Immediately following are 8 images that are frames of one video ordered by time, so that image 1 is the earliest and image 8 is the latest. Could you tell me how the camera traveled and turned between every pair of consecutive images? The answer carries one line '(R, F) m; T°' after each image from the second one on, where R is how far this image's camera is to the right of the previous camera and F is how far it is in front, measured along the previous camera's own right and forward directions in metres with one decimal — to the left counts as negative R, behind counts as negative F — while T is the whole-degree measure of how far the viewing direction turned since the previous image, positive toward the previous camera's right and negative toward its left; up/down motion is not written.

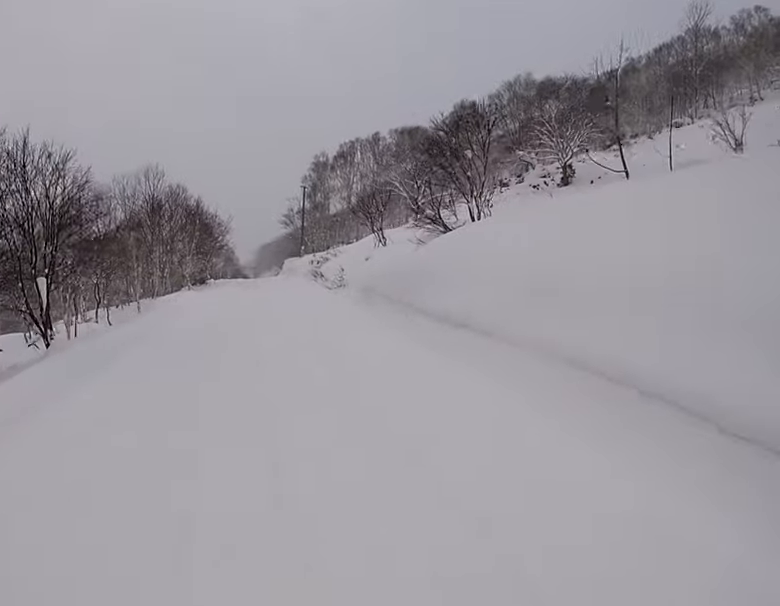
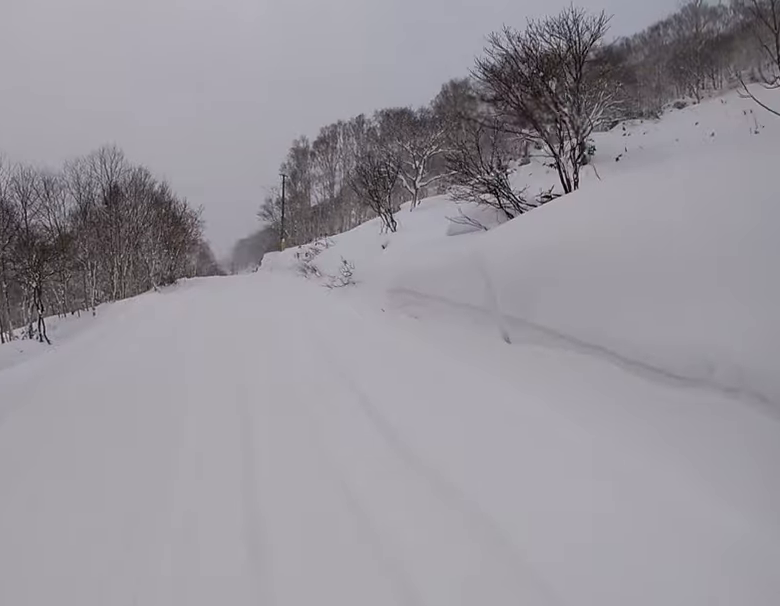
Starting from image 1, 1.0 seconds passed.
(0.0, +5.7) m; 0°
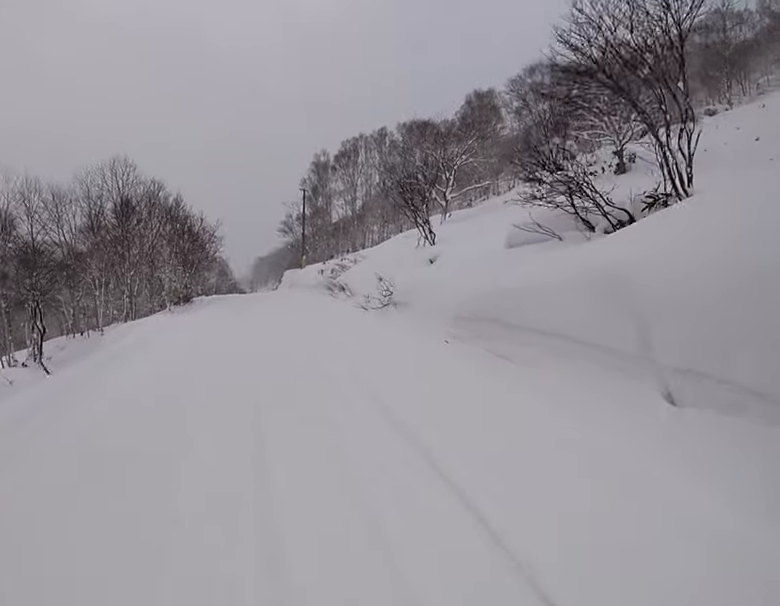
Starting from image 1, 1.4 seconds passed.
(0.0, +2.5) m; 0°
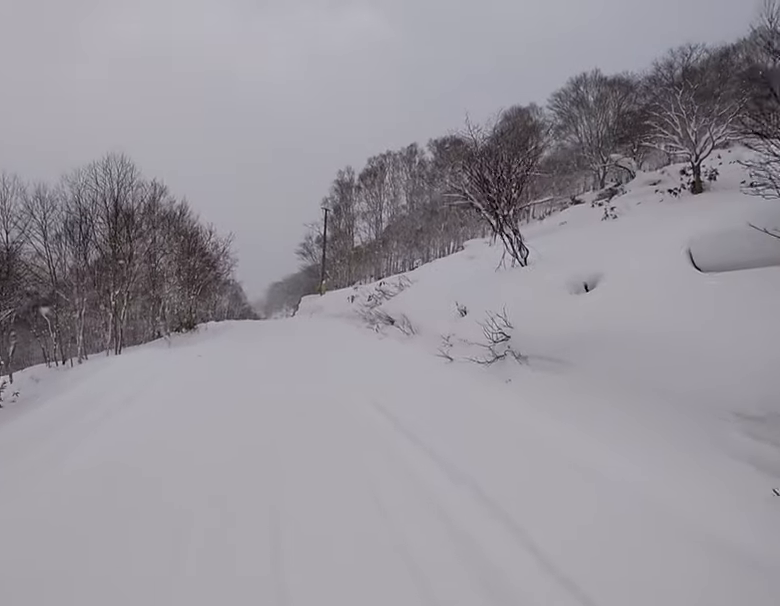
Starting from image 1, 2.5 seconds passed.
(0.0, +5.8) m; 0°
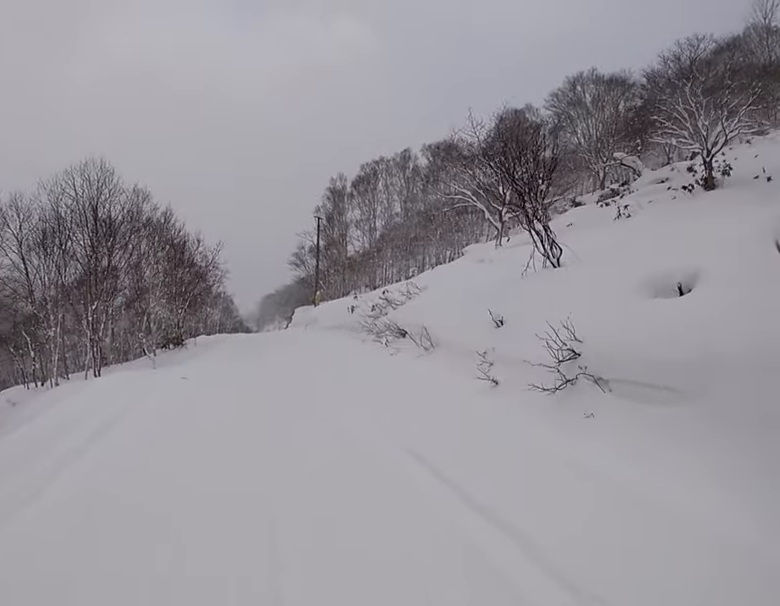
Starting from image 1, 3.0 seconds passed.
(0.0, +2.3) m; 0°
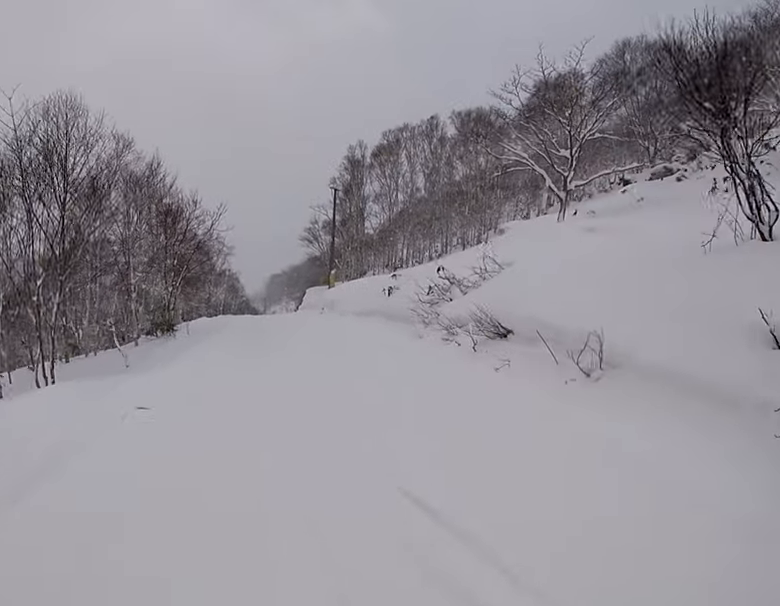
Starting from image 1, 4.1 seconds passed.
(0.0, +5.4) m; 0°
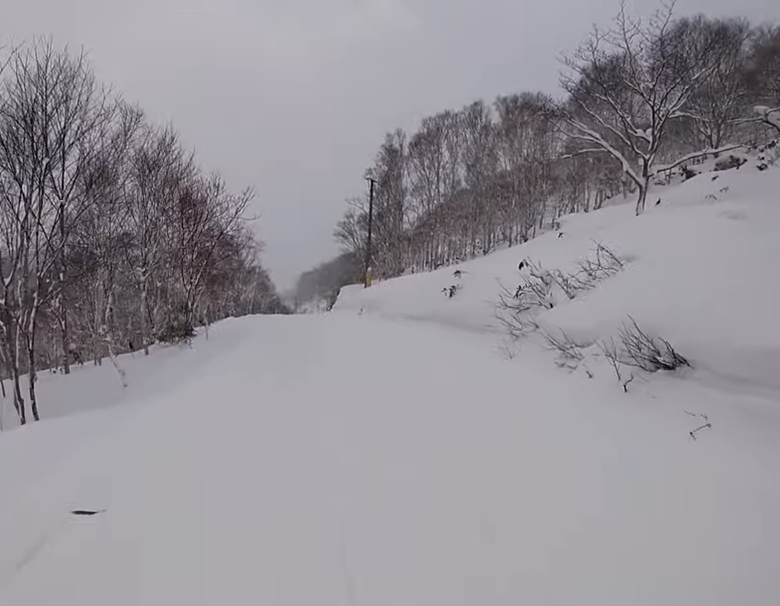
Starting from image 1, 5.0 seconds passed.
(0.0, +3.4) m; 0°
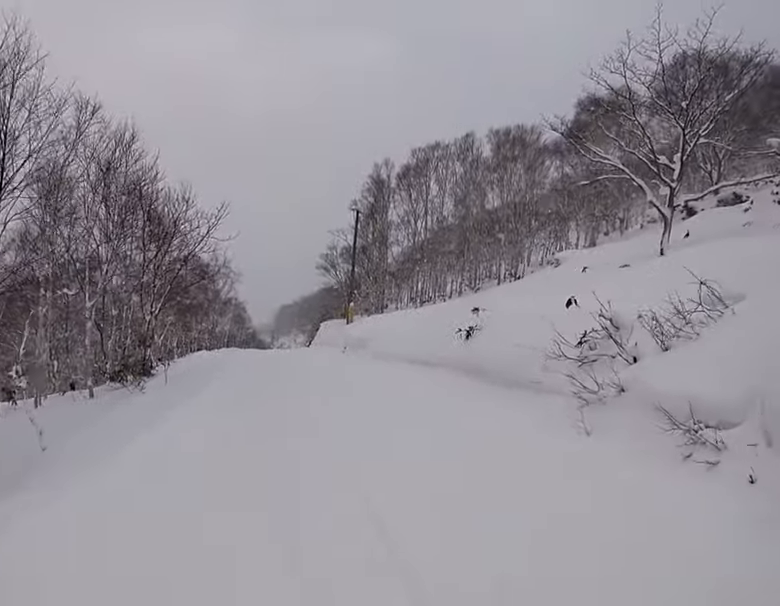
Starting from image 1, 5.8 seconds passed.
(0.0, +3.2) m; 0°
